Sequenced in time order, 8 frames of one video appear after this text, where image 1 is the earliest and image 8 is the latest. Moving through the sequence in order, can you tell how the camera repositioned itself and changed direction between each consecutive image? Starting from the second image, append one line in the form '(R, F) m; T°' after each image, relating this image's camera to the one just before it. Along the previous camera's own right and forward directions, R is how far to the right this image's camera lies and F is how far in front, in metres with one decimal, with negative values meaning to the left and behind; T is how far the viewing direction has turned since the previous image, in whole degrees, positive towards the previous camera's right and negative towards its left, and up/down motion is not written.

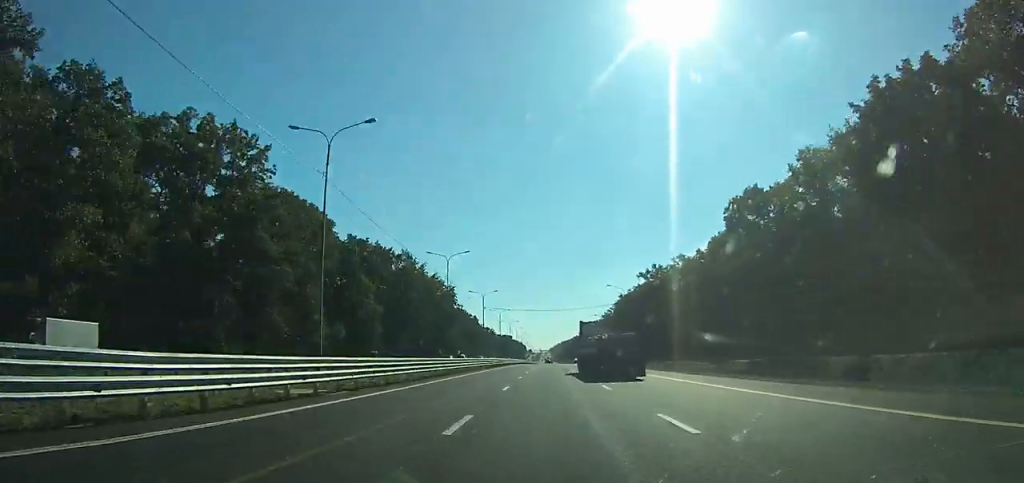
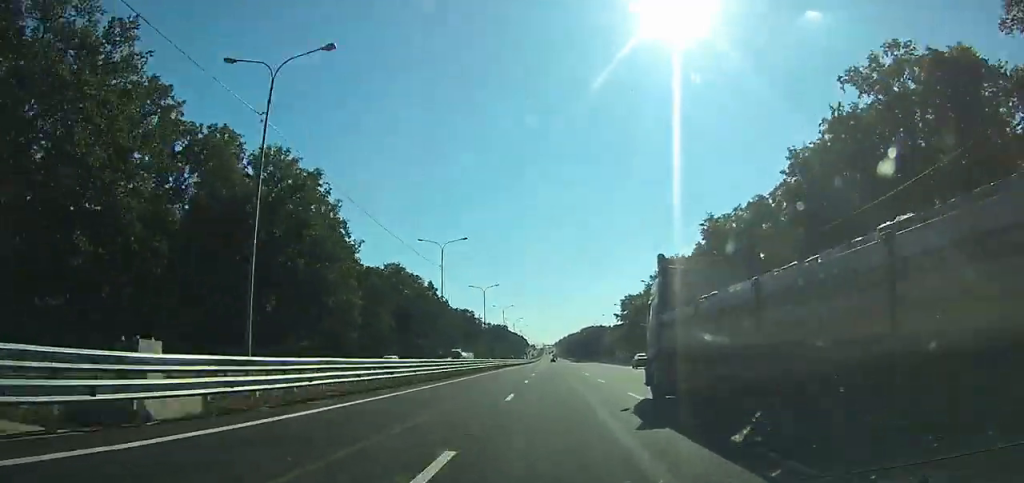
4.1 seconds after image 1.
(-0.4, +107.7) m; 0°
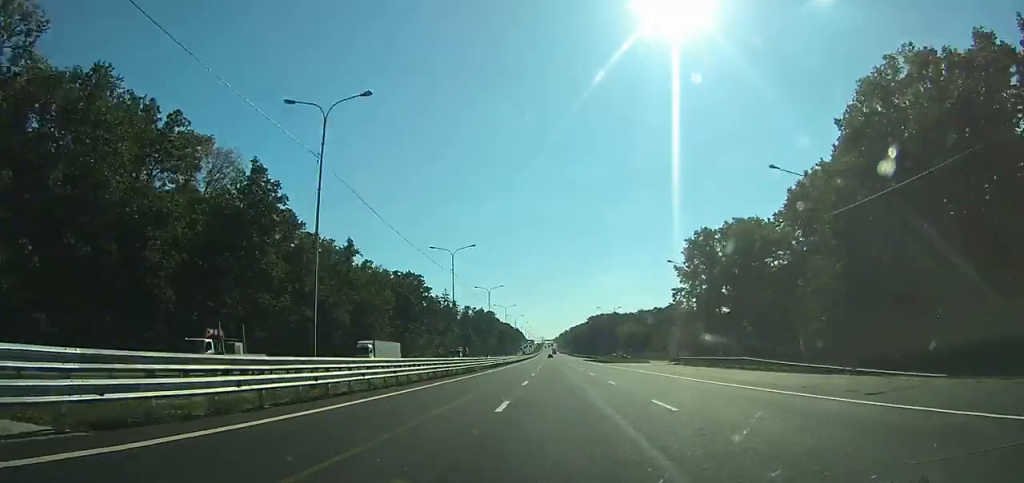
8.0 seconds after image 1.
(+0.1, +98.9) m; 0°
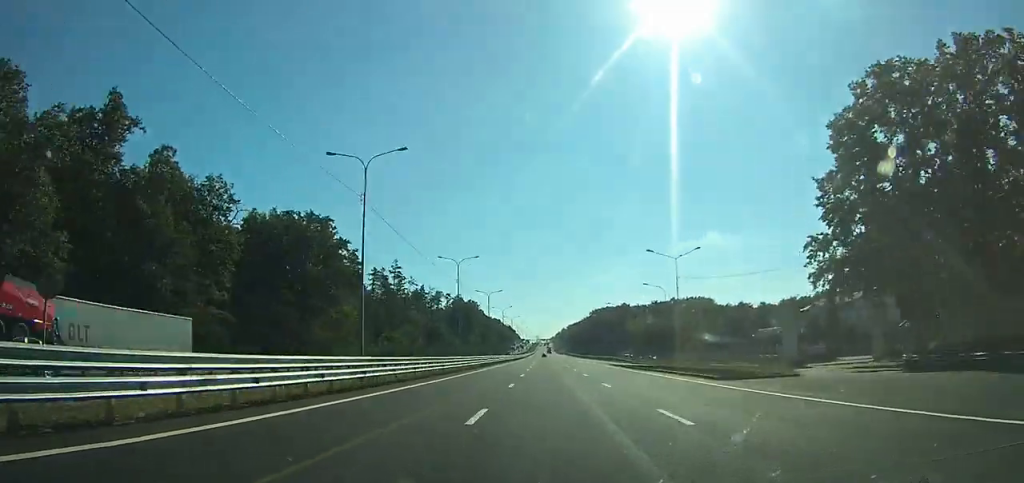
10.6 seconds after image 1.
(+0.2, +61.6) m; 0°
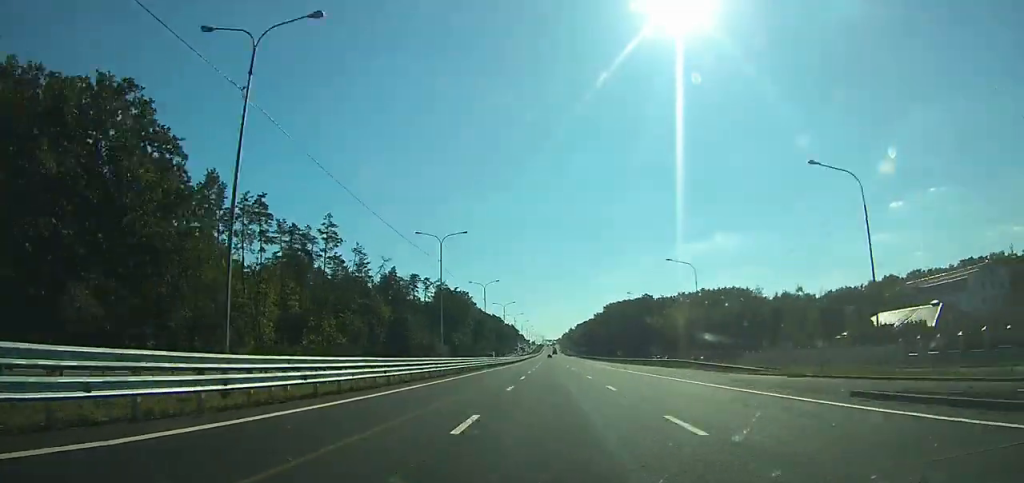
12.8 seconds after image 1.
(+0.1, +48.9) m; 0°
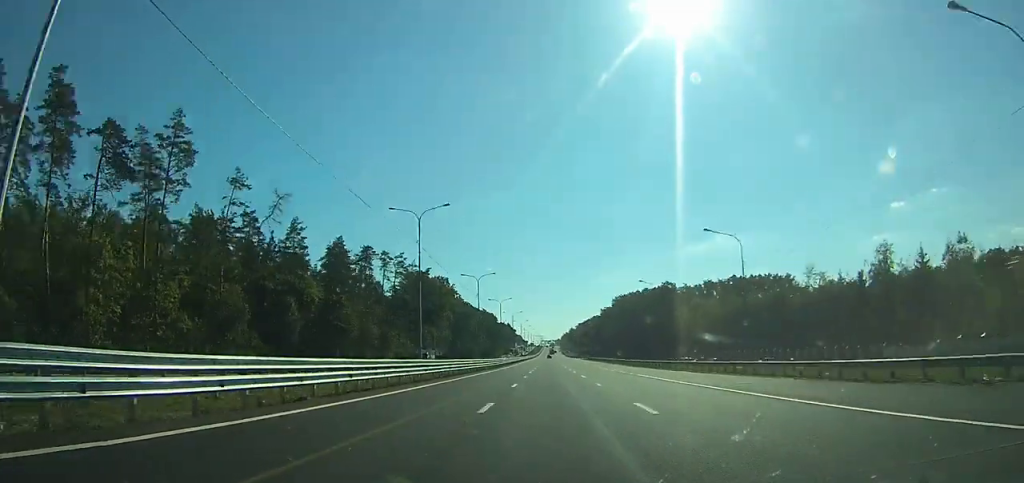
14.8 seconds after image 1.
(+0.1, +43.1) m; 0°
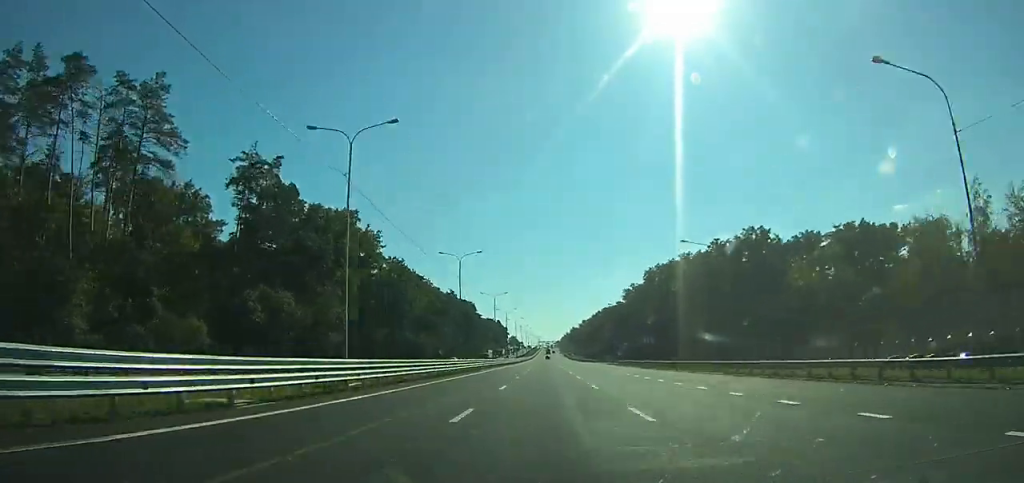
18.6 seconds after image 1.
(-0.6, +85.3) m; 0°
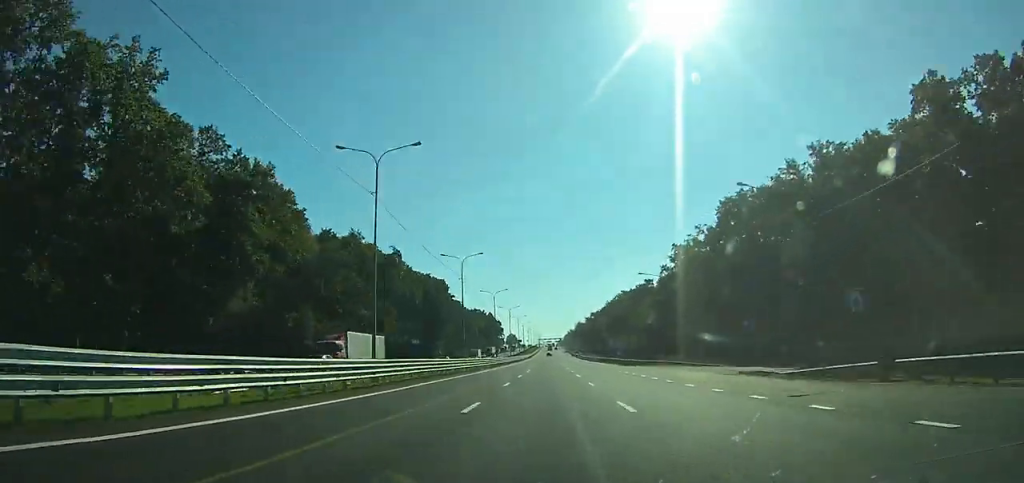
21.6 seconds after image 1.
(+0.1, +73.4) m; 0°
